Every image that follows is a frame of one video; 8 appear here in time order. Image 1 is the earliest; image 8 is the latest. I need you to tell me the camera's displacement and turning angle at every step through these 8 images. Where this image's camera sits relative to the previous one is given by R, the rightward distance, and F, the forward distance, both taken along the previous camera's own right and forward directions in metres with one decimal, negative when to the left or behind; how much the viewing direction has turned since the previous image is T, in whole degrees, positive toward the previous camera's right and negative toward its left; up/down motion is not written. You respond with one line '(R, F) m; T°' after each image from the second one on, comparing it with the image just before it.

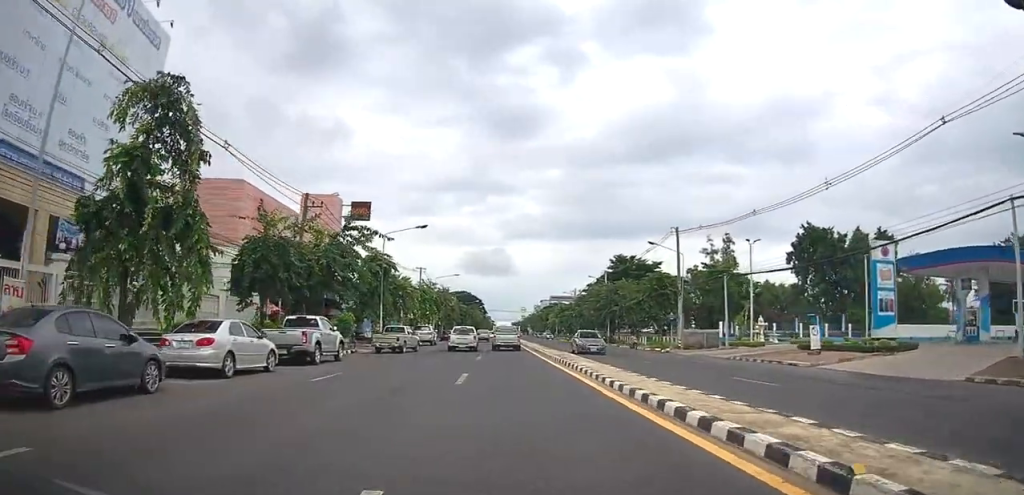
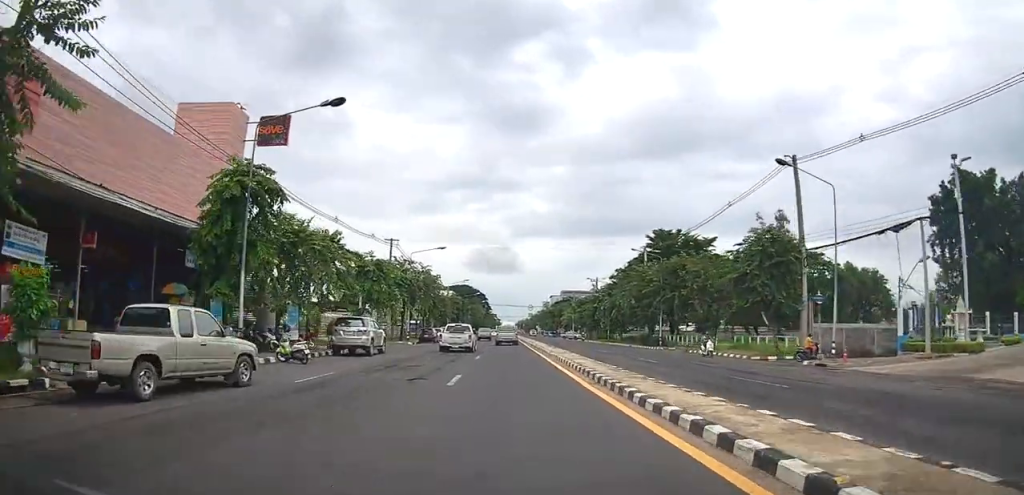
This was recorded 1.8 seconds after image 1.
(-0.7, +24.4) m; -3°
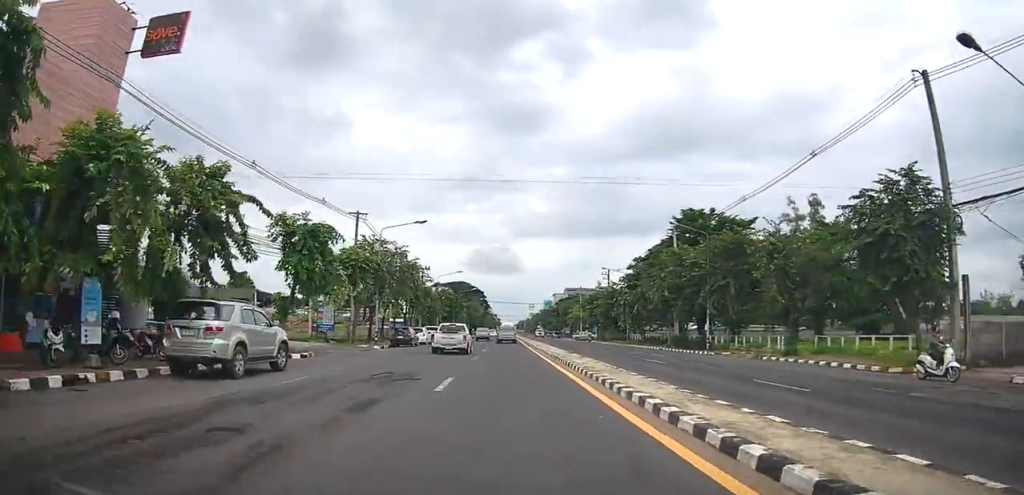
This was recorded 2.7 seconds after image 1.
(-0.1, +13.3) m; 0°
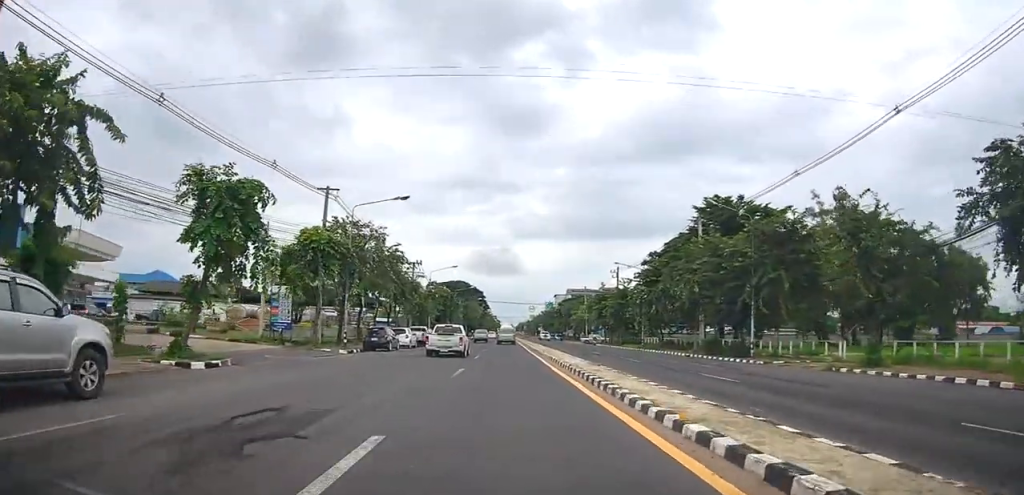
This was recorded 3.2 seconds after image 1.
(+0.3, +8.0) m; 0°
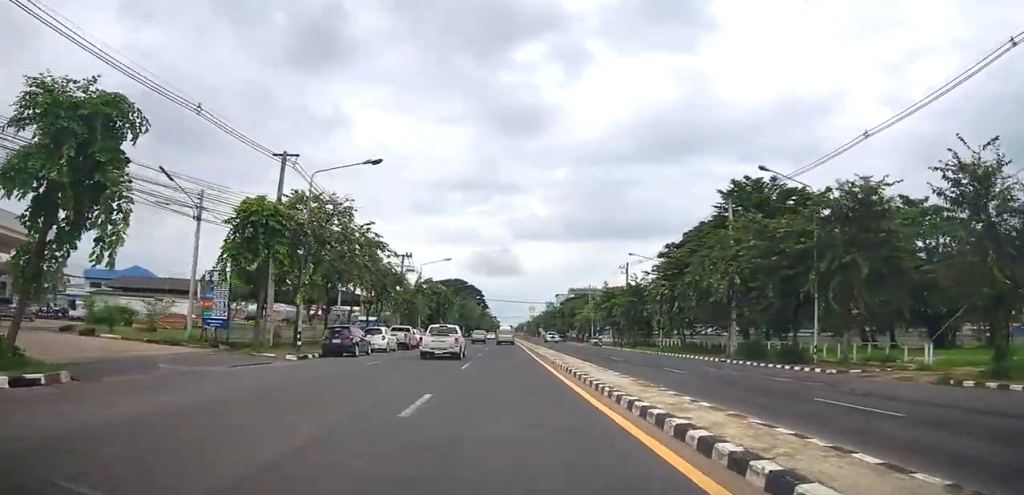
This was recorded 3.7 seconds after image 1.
(0.0, +7.6) m; 0°
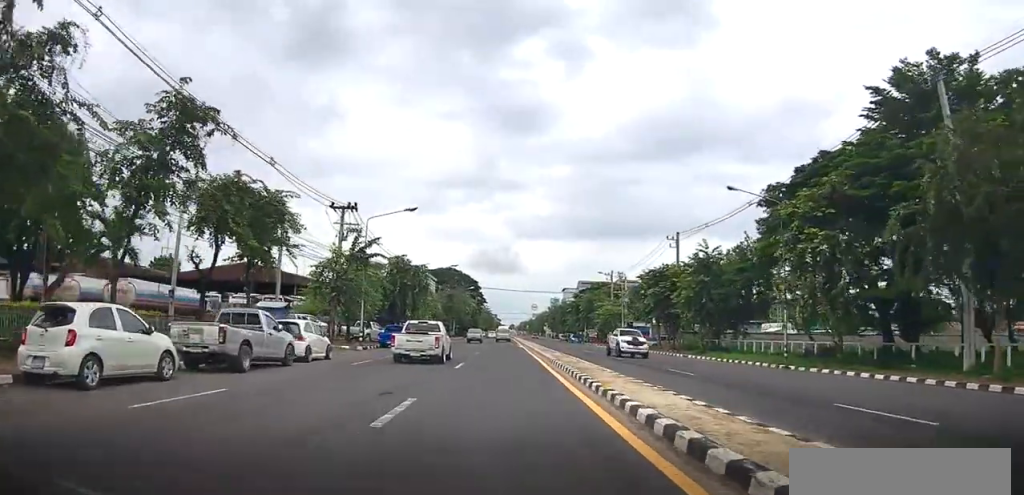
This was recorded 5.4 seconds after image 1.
(+0.2, +25.1) m; 0°
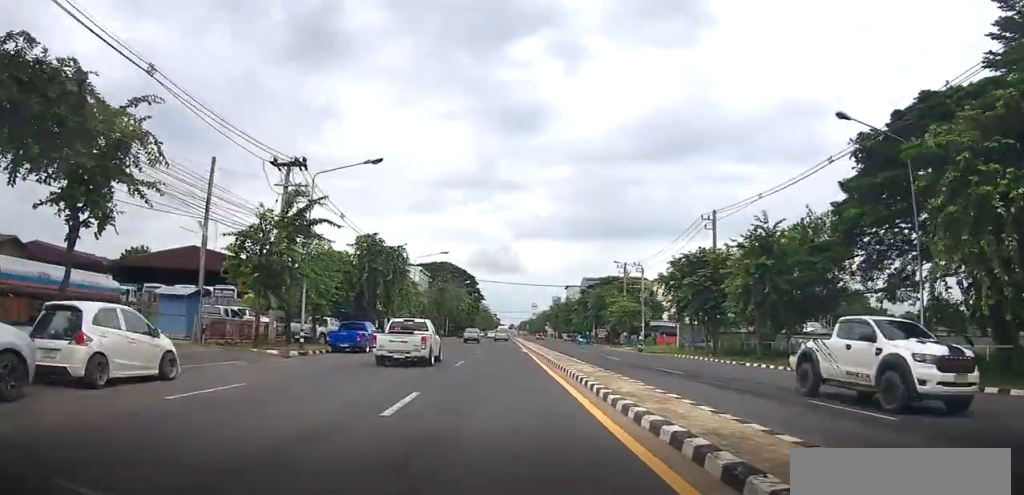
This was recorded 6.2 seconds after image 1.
(-0.4, +11.1) m; 0°
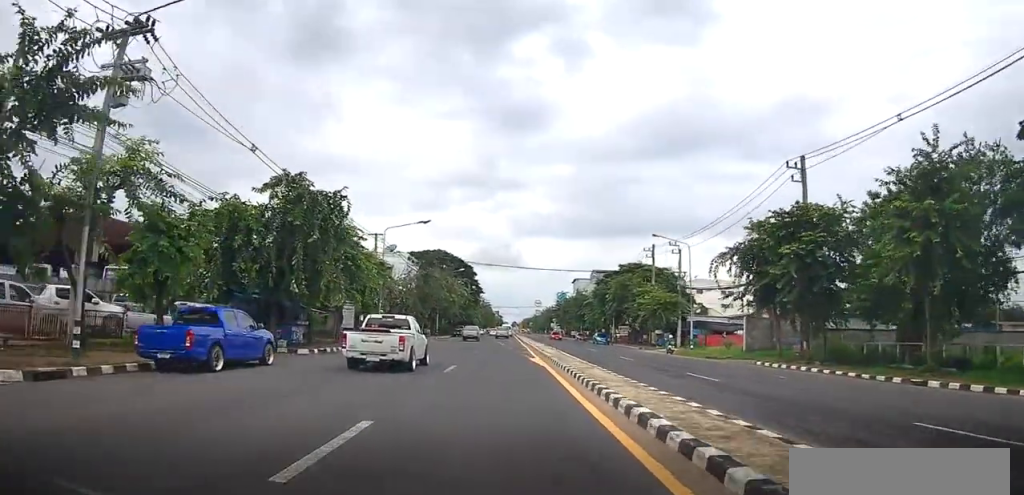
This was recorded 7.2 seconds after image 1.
(+0.3, +15.5) m; +1°
